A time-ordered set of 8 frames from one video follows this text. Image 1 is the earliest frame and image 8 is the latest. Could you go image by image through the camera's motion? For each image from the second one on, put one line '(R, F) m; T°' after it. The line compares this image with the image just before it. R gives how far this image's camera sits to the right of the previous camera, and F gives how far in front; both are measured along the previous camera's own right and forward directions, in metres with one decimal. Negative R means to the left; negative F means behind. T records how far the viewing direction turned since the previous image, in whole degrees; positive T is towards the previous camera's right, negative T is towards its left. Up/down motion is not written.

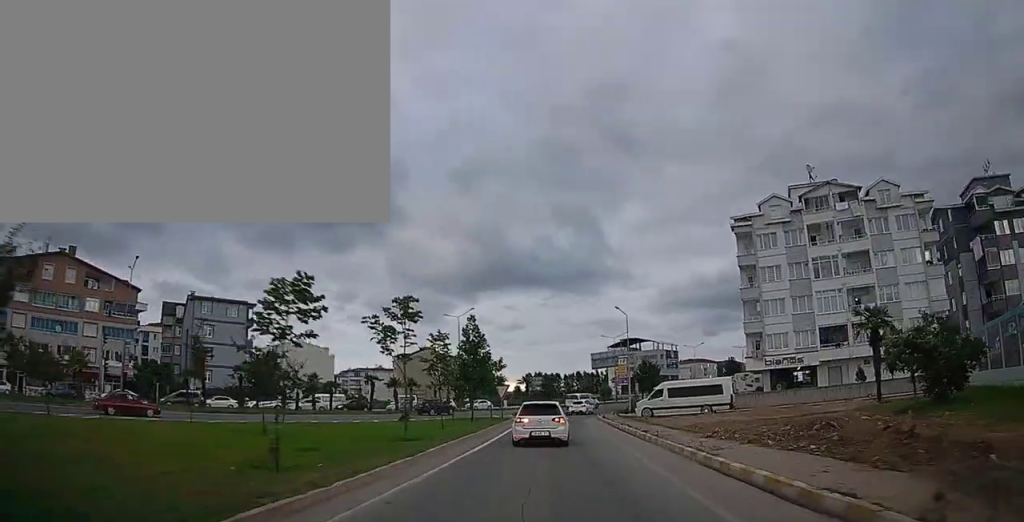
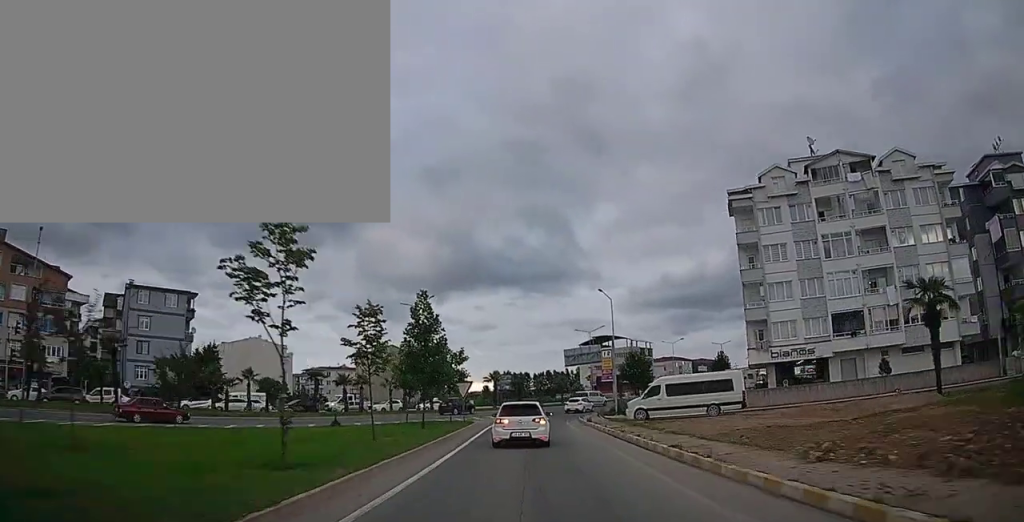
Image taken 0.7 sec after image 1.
(+0.4, +7.5) m; +3°
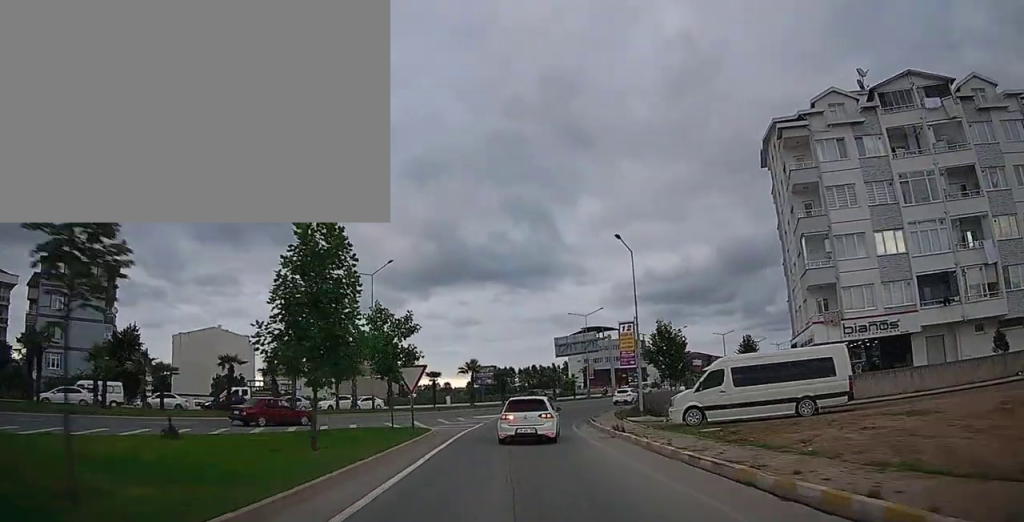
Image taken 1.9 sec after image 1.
(+0.5, +12.7) m; +3°
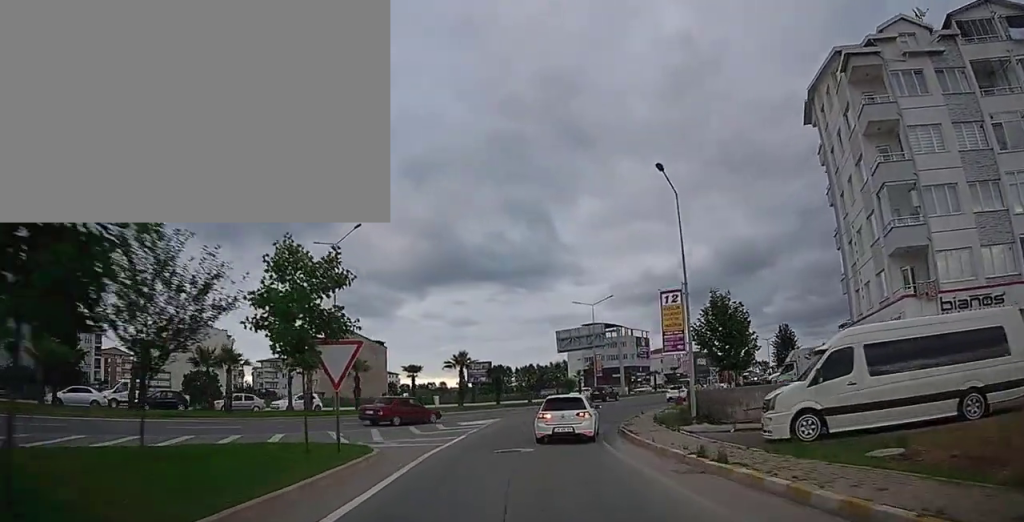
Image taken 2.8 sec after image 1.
(+0.1, +9.0) m; +1°
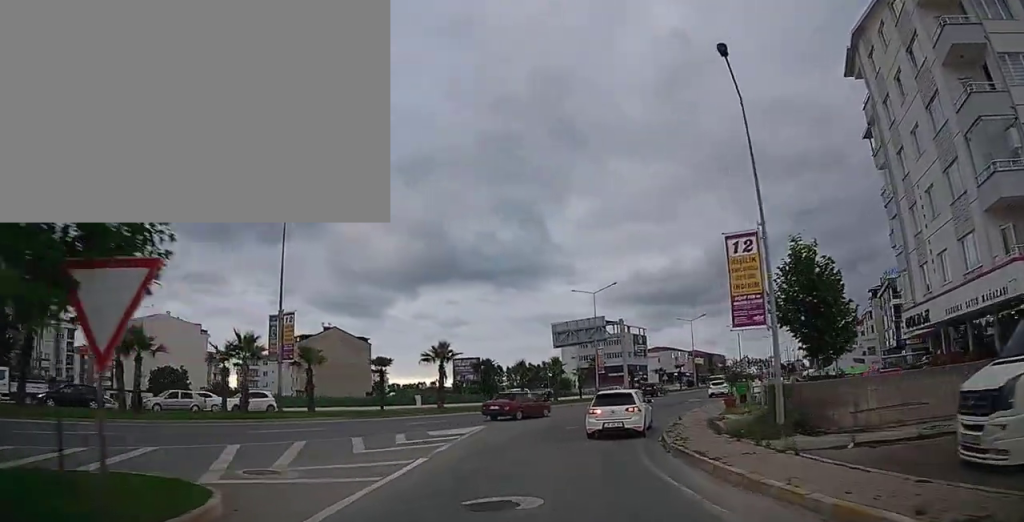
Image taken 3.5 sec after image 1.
(0.0, +7.6) m; +1°
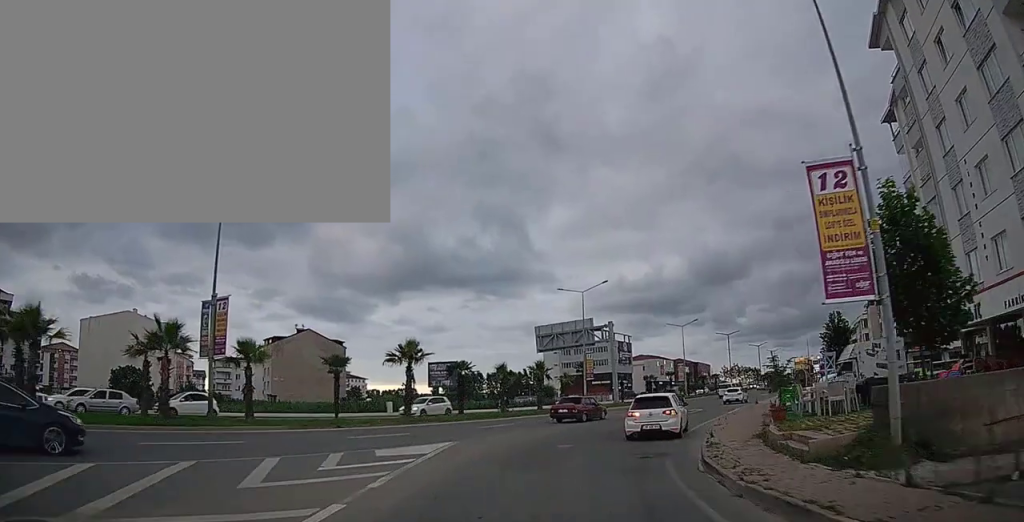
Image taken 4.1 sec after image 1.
(-0.1, +5.4) m; +2°
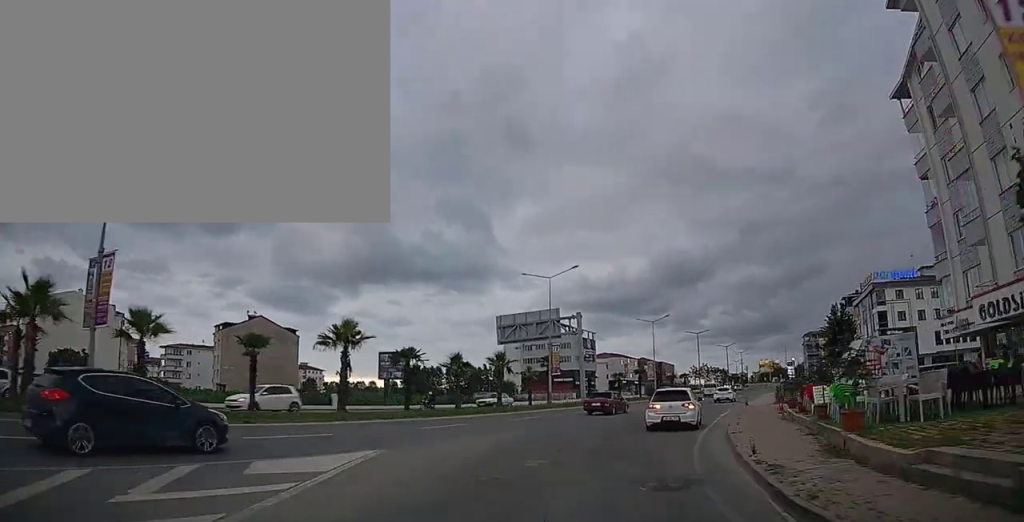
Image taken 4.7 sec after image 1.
(+0.2, +5.3) m; +4°
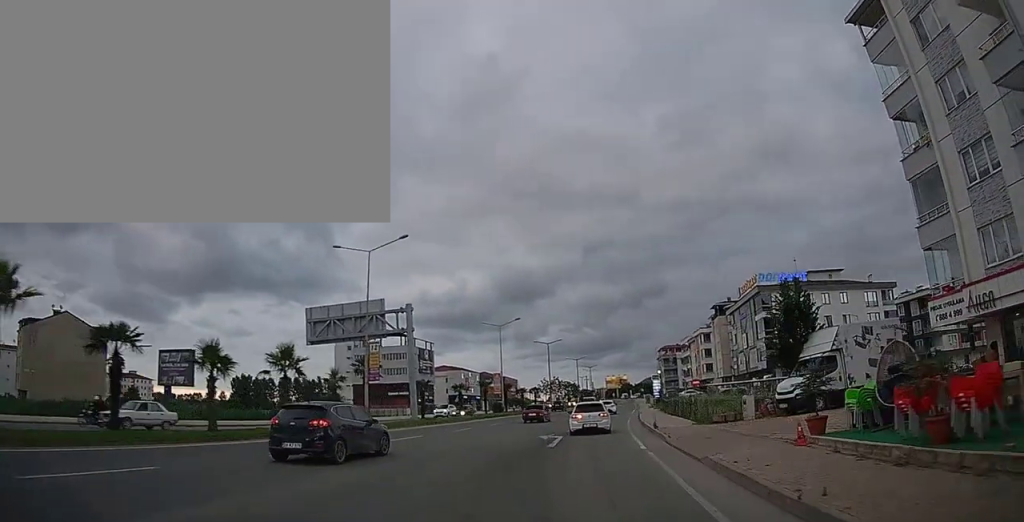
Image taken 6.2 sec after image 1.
(+1.2, +12.4) m; +13°
